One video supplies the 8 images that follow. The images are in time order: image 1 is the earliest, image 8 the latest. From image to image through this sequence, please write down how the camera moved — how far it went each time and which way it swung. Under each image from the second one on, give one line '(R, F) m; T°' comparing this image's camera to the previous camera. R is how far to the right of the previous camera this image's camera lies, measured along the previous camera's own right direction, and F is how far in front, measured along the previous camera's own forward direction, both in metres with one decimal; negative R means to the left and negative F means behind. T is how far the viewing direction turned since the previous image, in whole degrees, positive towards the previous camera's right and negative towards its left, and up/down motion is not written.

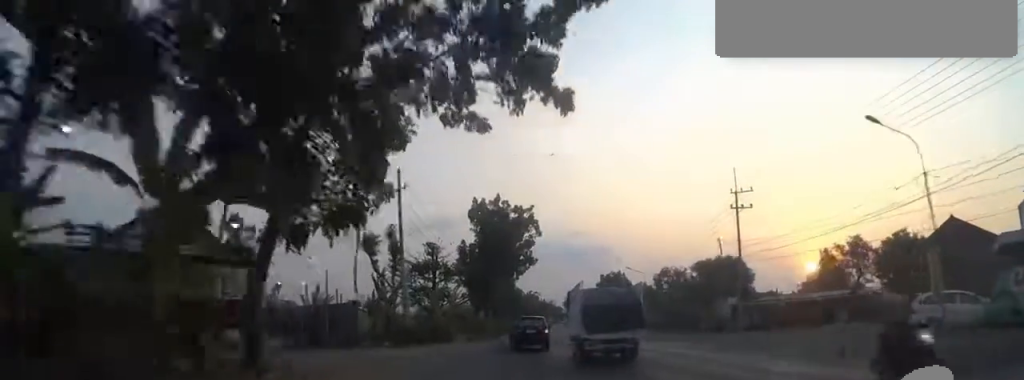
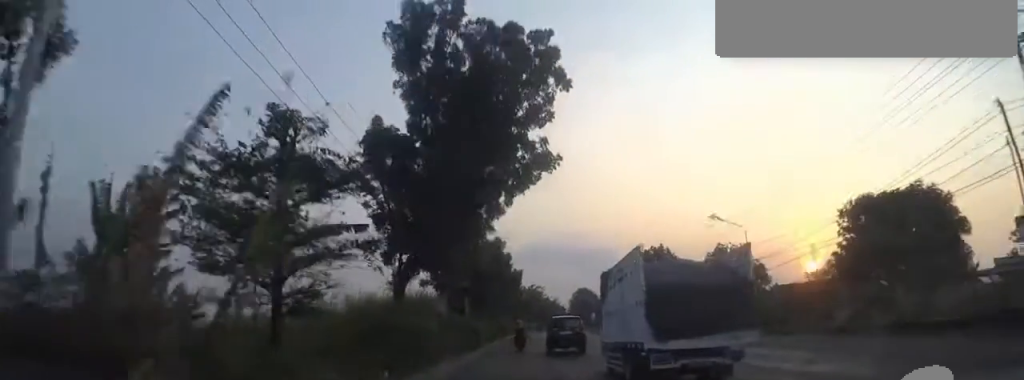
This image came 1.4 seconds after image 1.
(-0.2, +25.1) m; 0°
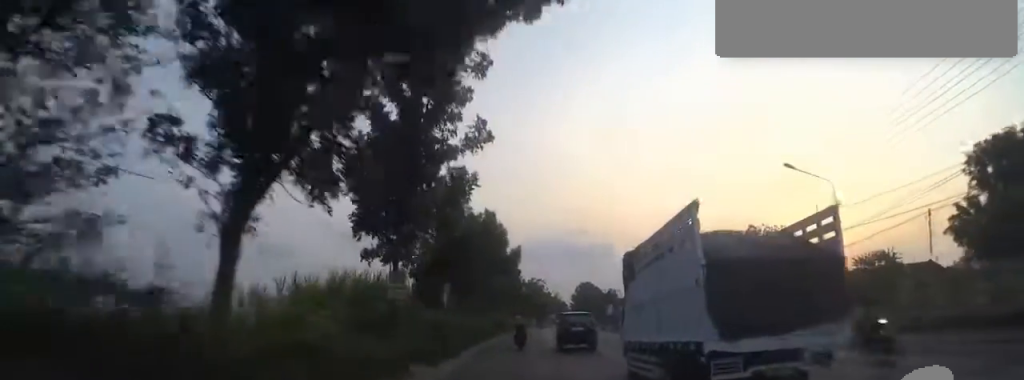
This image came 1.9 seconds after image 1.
(0.0, +9.5) m; 0°
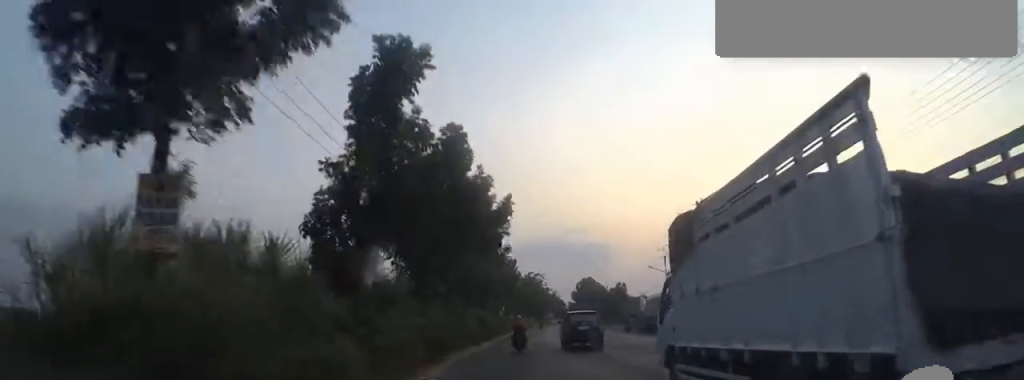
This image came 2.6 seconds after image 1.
(0.0, +11.5) m; +2°
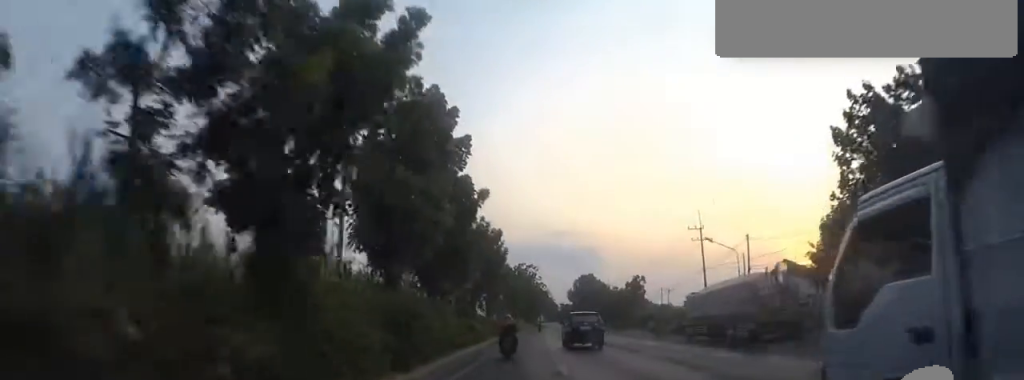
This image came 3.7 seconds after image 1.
(+0.8, +18.7) m; +3°
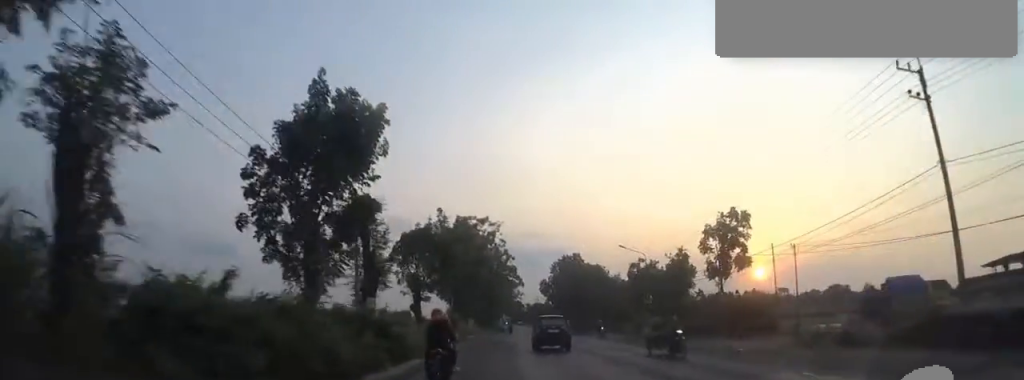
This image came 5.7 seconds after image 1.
(+0.6, +37.4) m; +1°
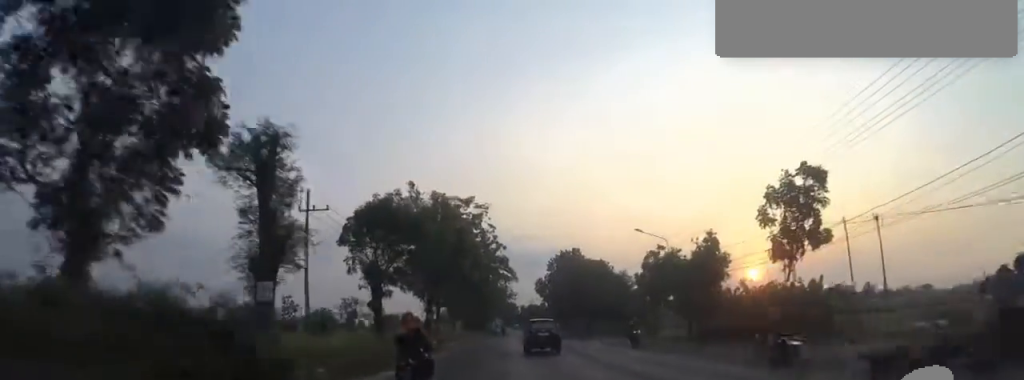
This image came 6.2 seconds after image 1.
(+0.1, +8.1) m; 0°
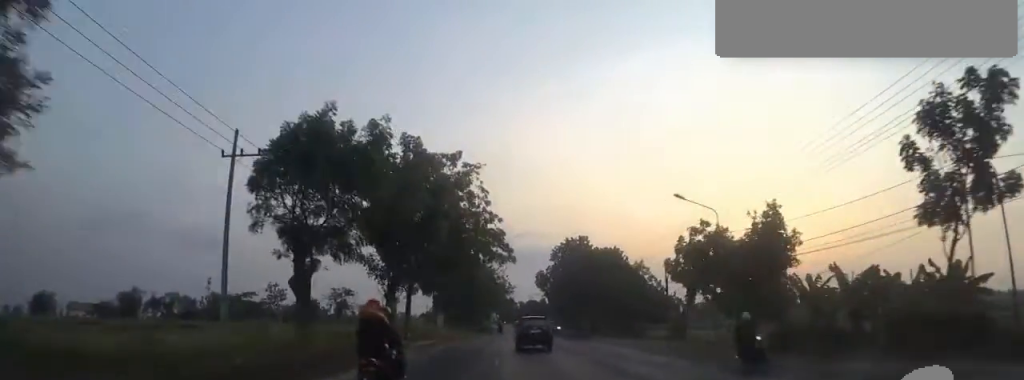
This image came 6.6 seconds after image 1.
(-0.2, +8.7) m; +1°
